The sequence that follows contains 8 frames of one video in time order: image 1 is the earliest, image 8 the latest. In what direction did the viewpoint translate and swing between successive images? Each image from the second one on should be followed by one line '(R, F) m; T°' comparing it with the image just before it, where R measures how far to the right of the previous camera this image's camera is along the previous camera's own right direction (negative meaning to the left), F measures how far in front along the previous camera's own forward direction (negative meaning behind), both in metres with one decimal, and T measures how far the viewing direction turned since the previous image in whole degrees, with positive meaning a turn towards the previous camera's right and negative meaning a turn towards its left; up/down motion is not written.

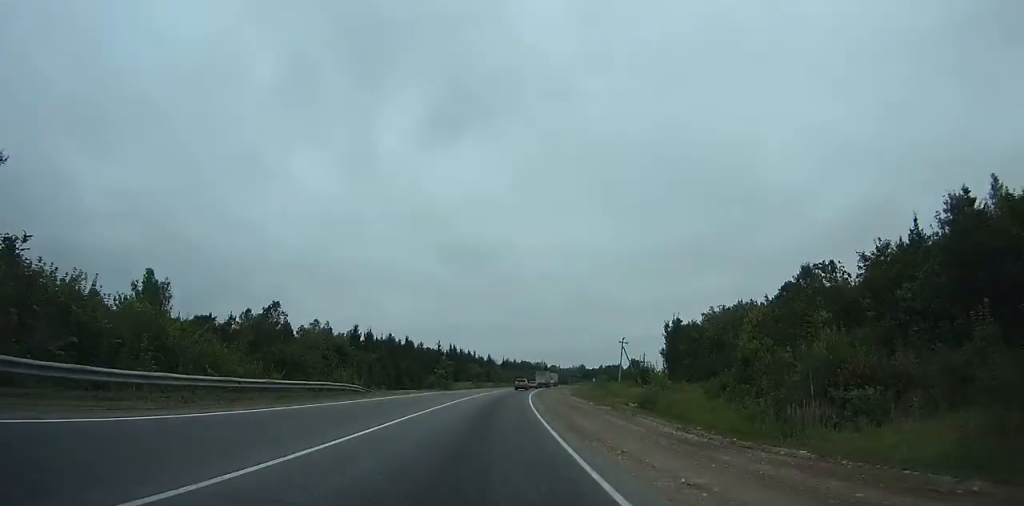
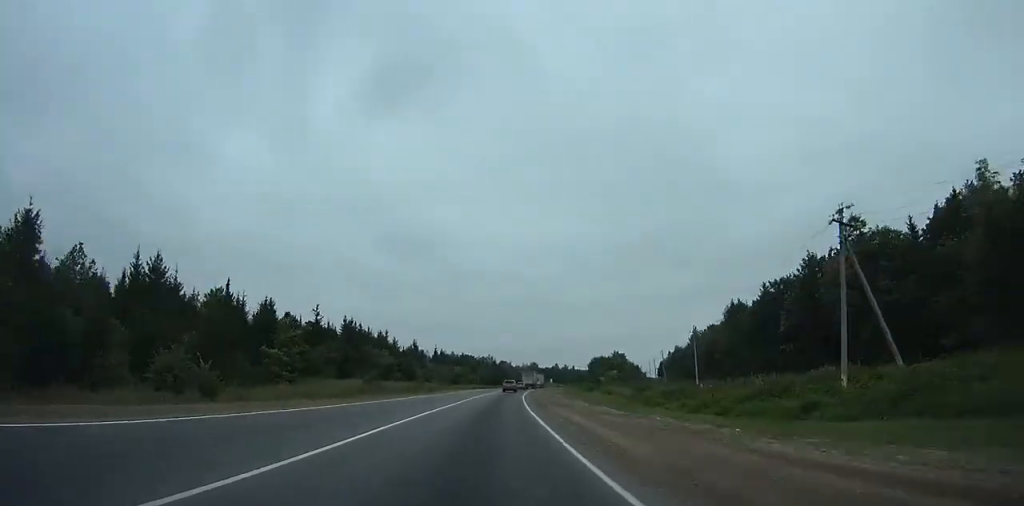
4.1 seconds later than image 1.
(+3.8, +77.2) m; +6°
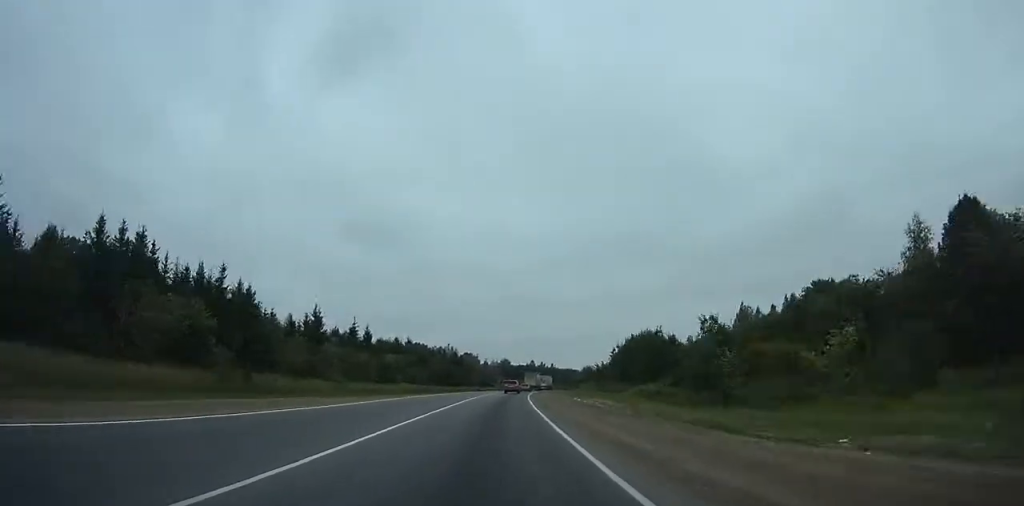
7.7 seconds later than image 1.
(+3.0, +68.8) m; +4°
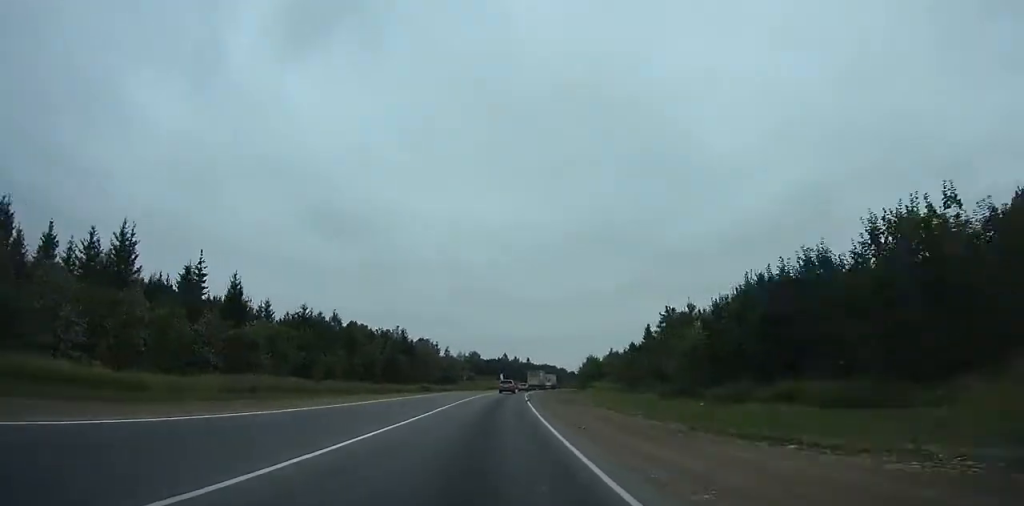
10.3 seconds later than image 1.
(+0.9, +49.9) m; +2°
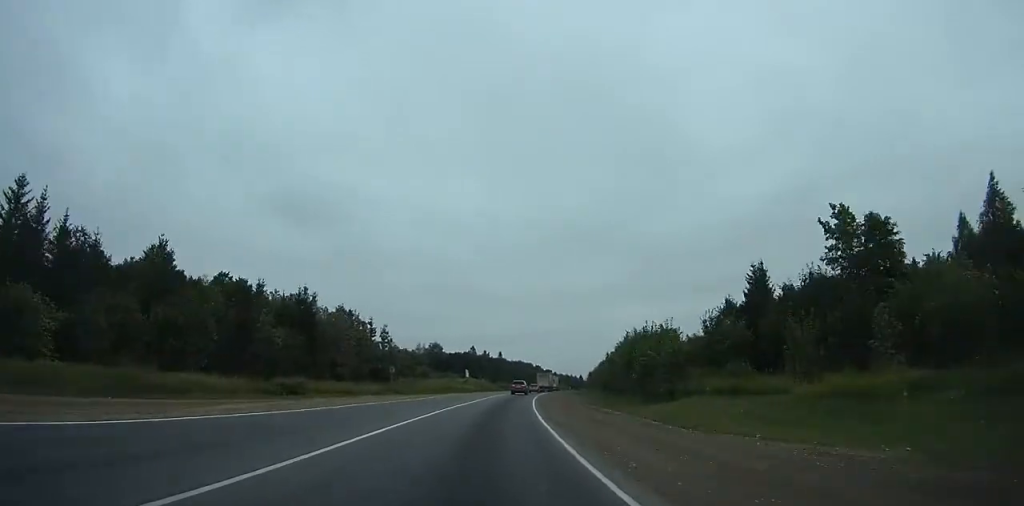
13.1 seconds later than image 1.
(+1.2, +53.9) m; +3°
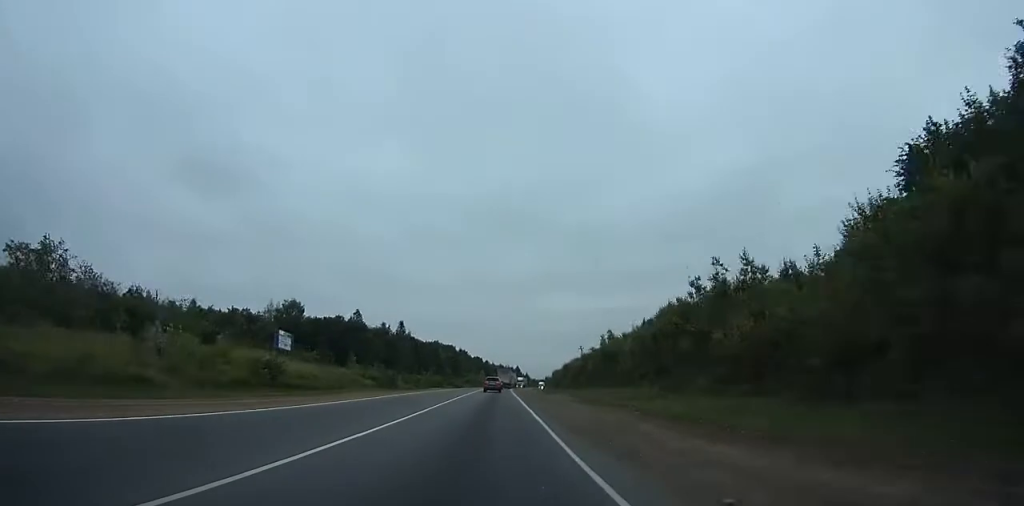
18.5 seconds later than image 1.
(+7.3, +104.2) m; +7°
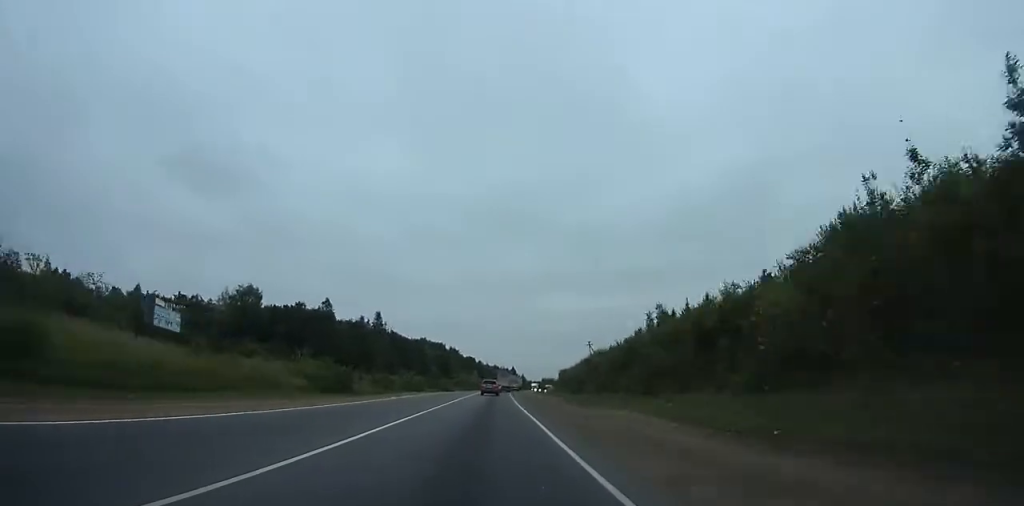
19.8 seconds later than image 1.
(+0.5, +25.3) m; +1°
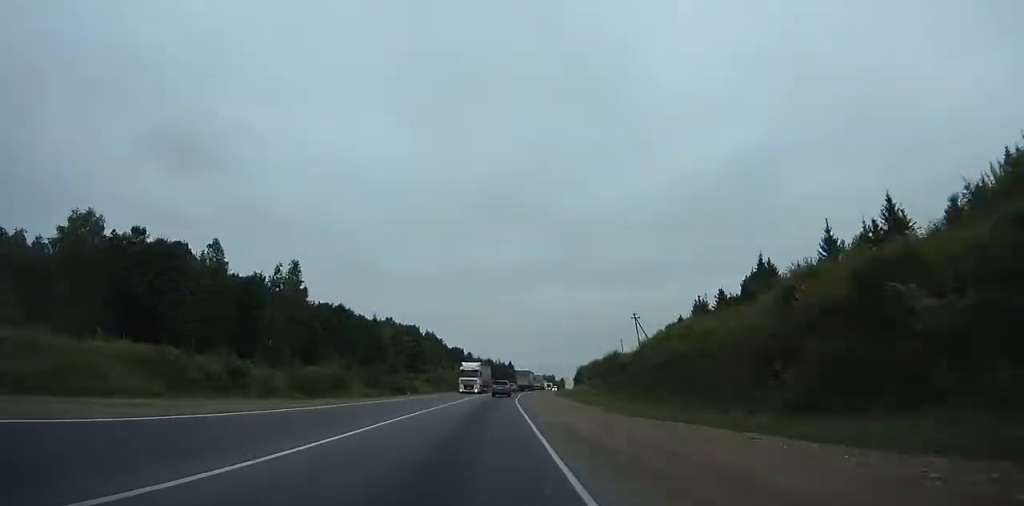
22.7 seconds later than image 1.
(+0.9, +56.4) m; +3°
